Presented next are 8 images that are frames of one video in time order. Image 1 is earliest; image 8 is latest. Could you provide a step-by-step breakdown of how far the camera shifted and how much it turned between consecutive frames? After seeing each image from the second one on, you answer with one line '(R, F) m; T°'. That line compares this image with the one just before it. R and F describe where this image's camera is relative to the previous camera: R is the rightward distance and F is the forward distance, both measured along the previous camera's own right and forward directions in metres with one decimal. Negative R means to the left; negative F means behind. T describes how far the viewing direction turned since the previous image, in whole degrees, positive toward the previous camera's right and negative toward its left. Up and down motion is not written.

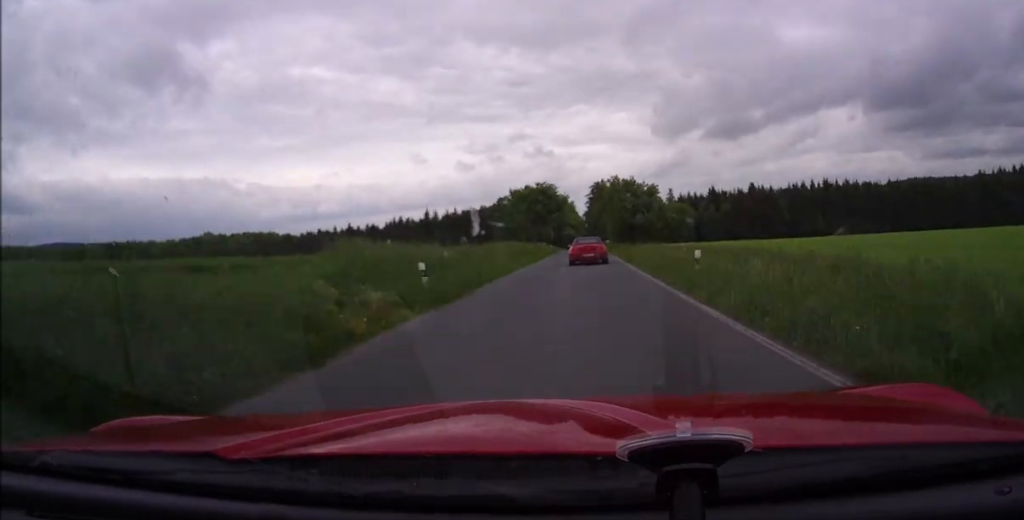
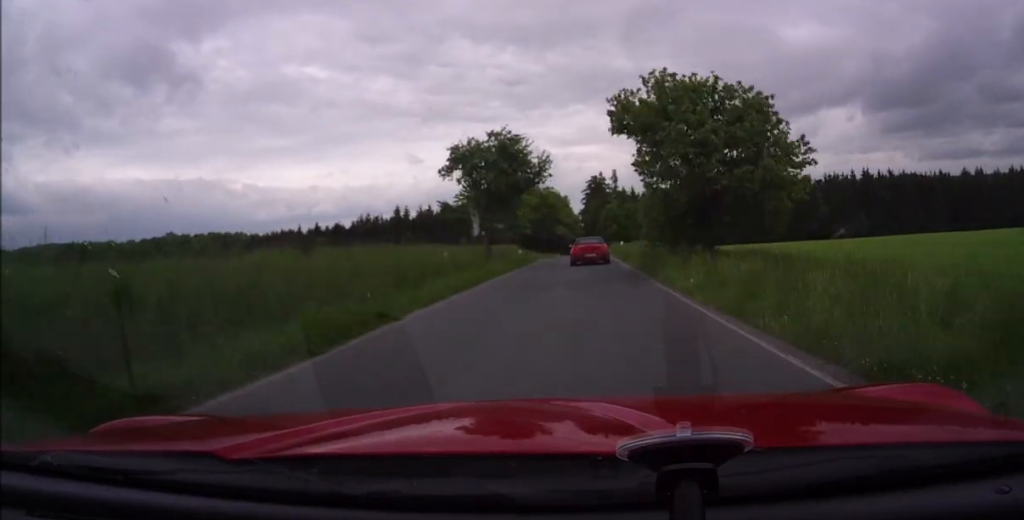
(0.0, +33.6) m; 0°
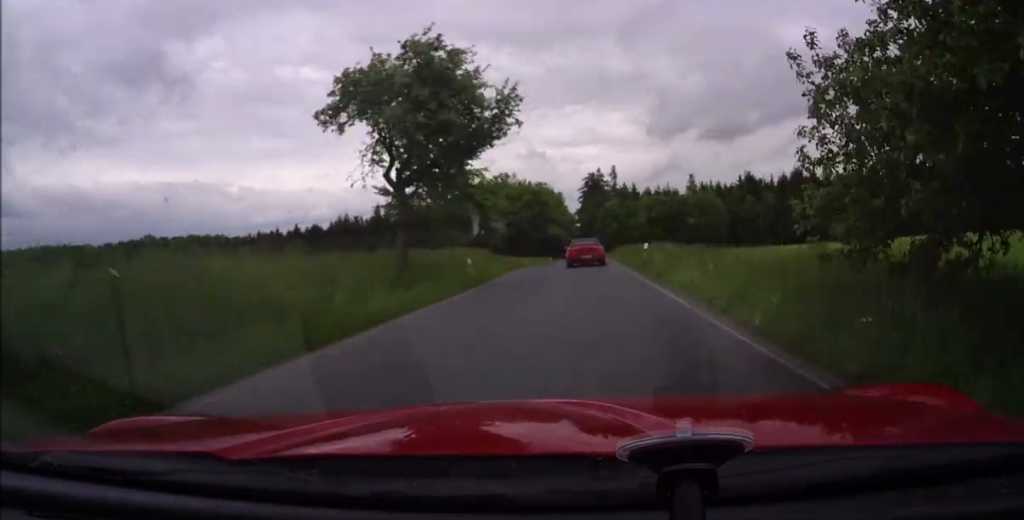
(0.0, +17.9) m; 0°
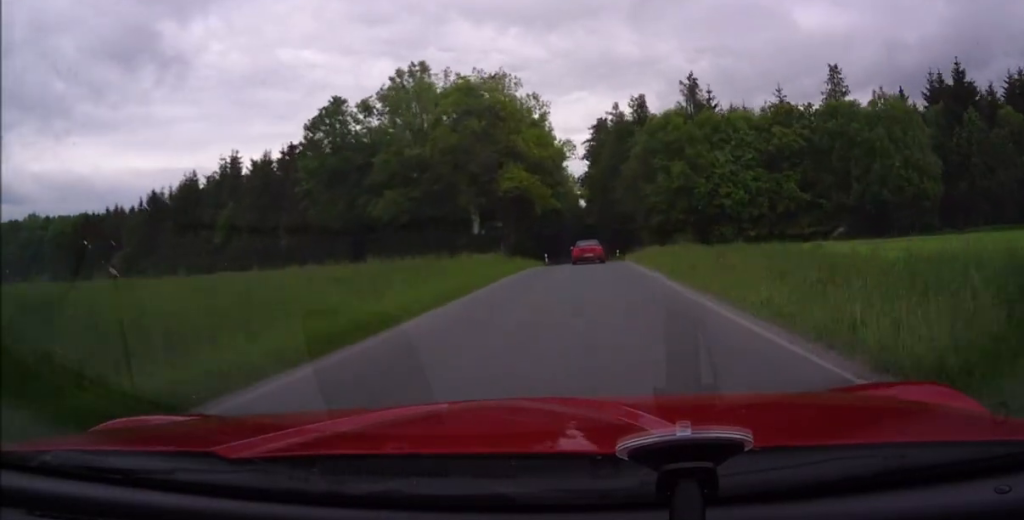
(+0.6, +86.6) m; 0°
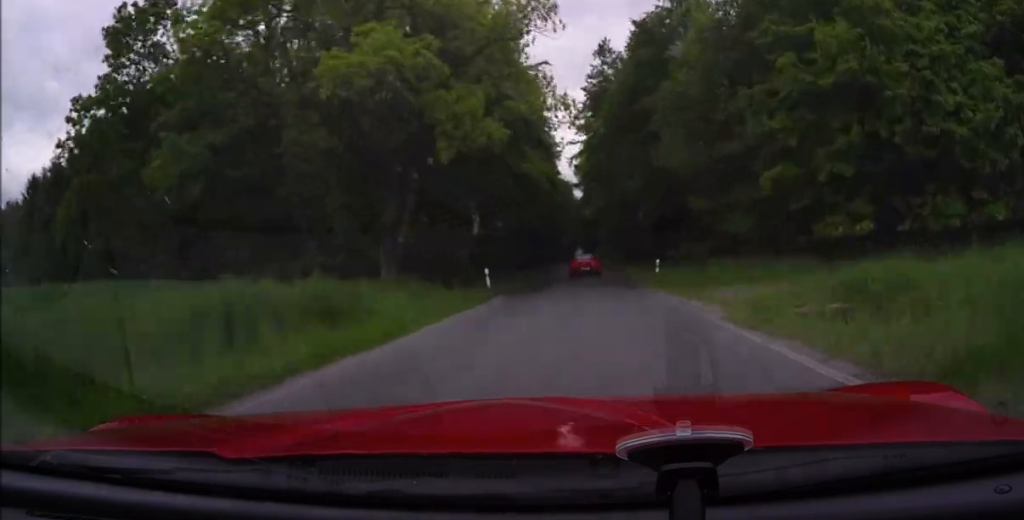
(-0.4, +32.7) m; 0°
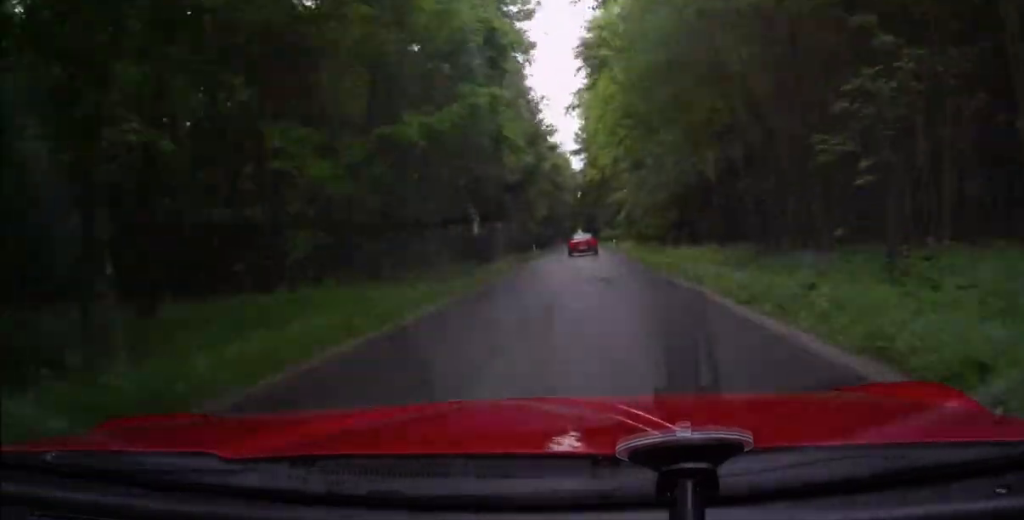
(+0.2, +30.3) m; 0°
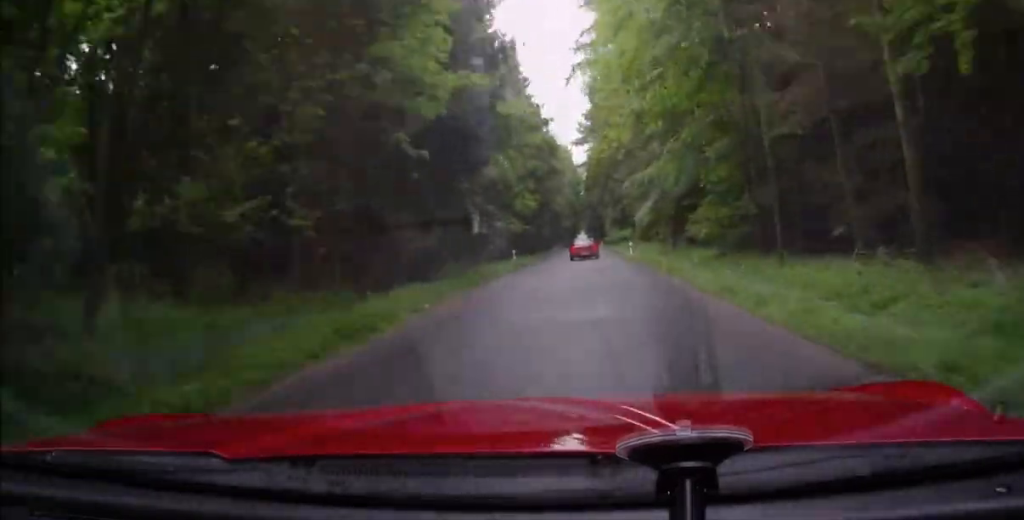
(+0.2, +16.7) m; 0°
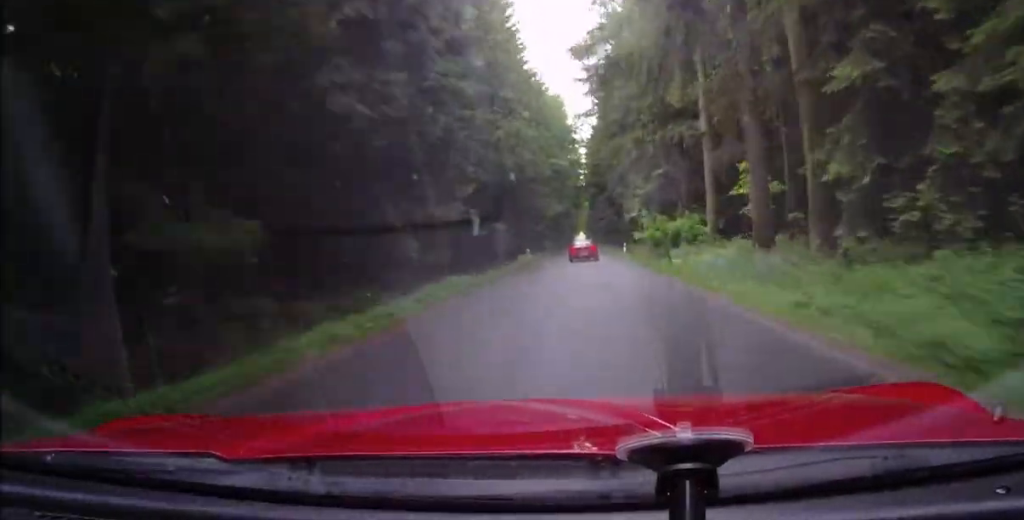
(-0.6, +49.5) m; 0°
